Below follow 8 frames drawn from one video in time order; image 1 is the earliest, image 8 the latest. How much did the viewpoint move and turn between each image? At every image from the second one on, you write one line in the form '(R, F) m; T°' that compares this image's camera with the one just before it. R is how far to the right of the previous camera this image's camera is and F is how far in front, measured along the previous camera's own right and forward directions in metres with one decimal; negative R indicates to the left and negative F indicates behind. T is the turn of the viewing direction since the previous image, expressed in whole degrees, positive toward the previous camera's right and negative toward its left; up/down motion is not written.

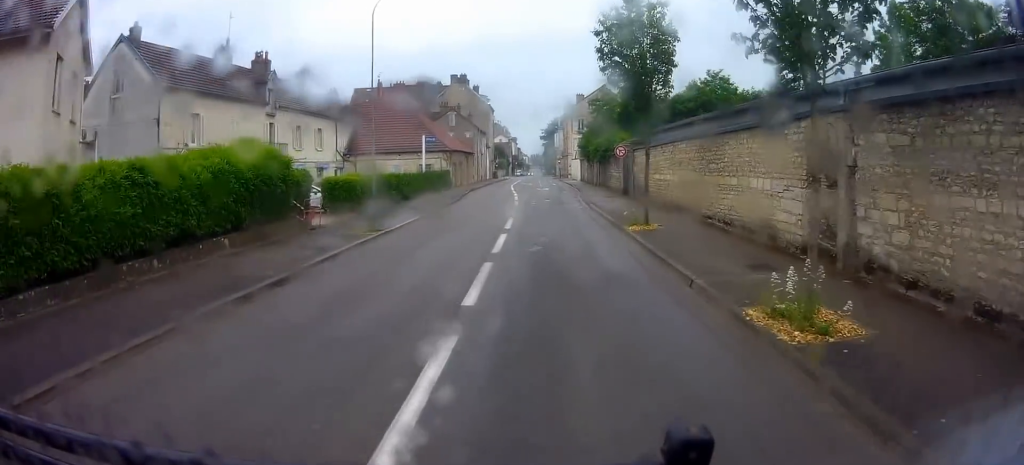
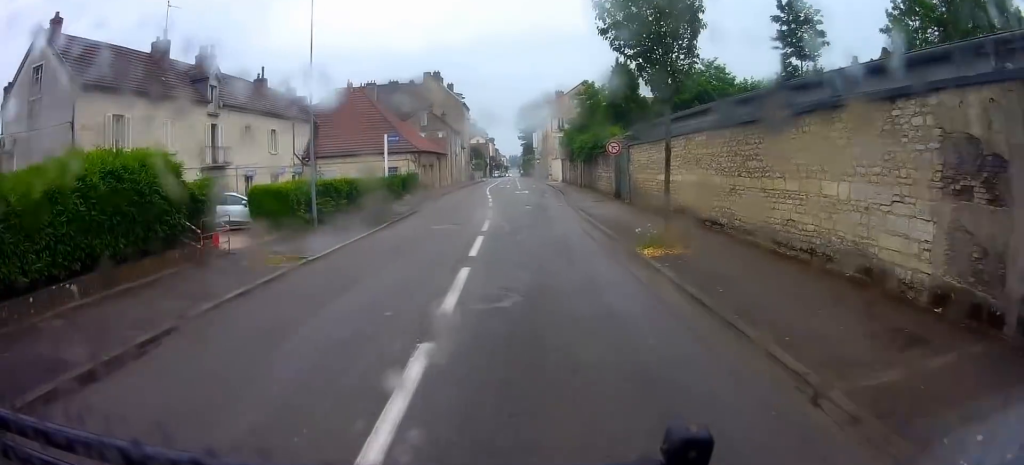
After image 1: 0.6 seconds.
(+0.6, +4.8) m; +1°
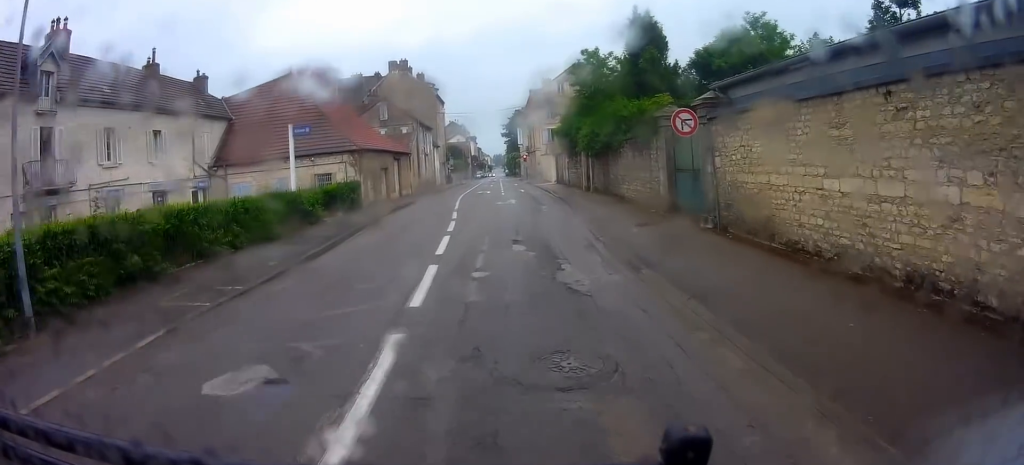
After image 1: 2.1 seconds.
(-0.4, +13.3) m; 0°
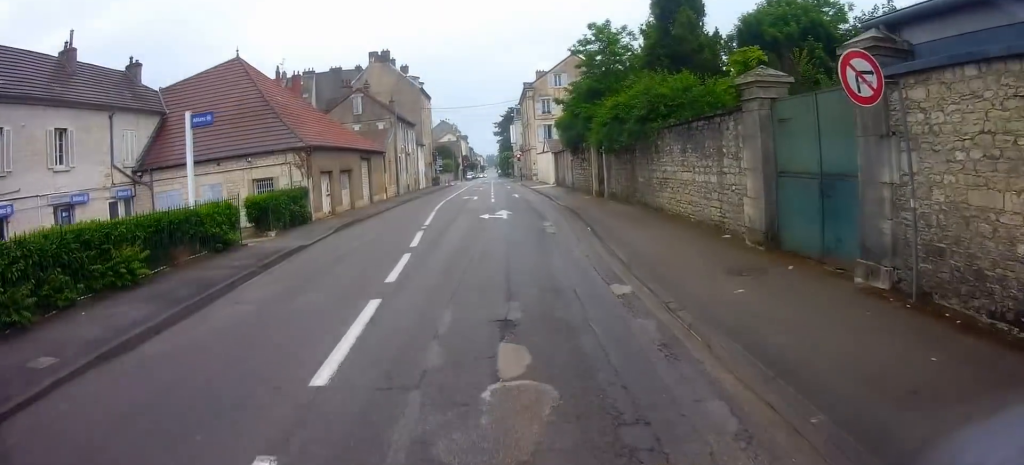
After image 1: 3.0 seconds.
(+0.3, +7.3) m; +4°
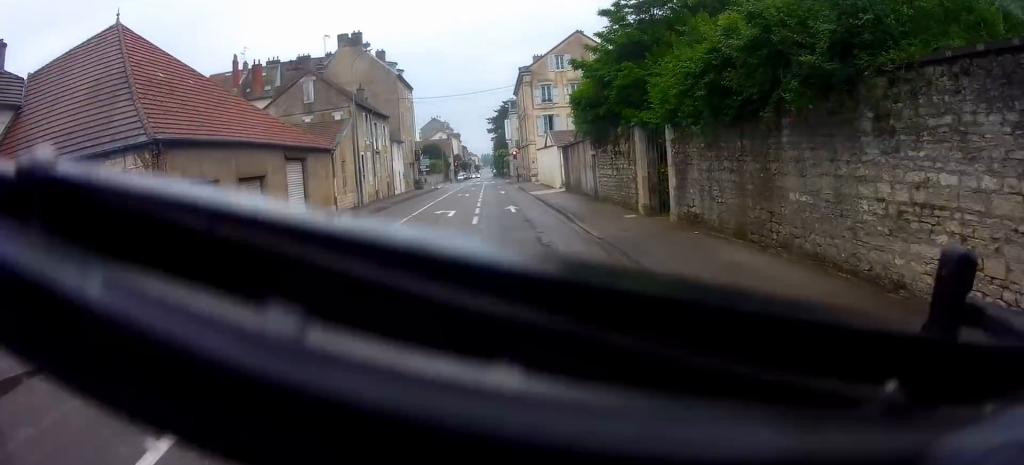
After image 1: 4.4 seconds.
(+0.4, +11.1) m; +1°
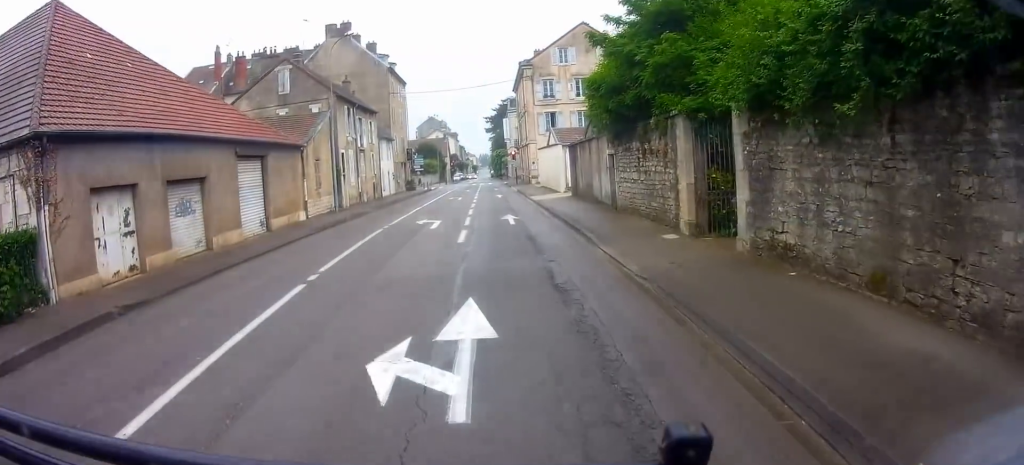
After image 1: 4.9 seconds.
(0.0, +4.5) m; -1°
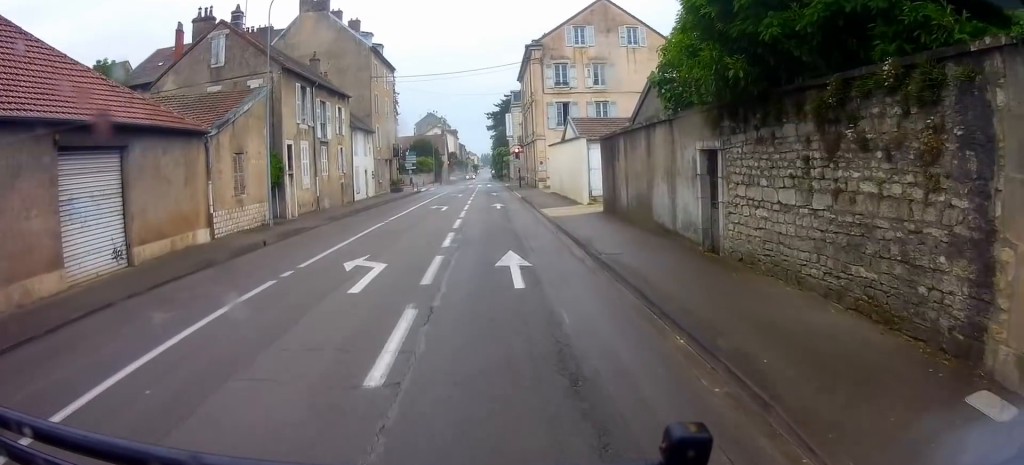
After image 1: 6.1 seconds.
(-0.2, +9.3) m; 0°
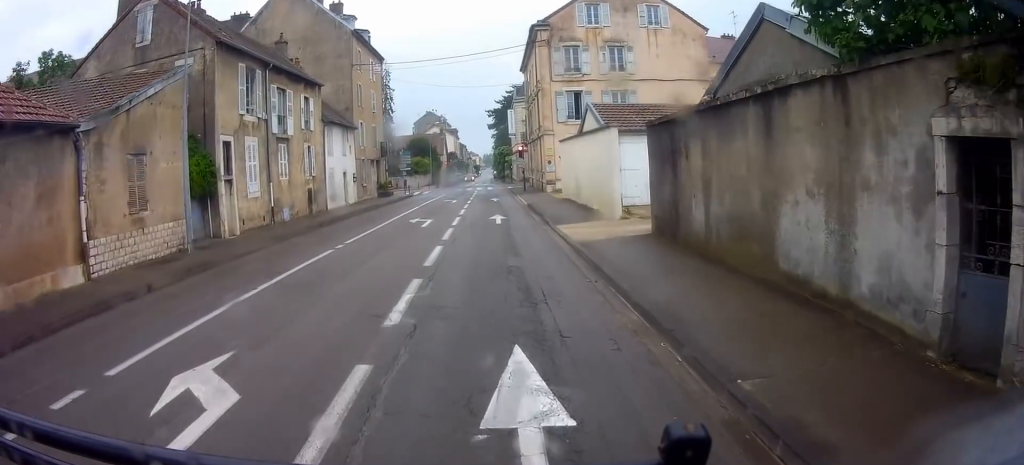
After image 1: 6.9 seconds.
(+0.2, +6.7) m; 0°
